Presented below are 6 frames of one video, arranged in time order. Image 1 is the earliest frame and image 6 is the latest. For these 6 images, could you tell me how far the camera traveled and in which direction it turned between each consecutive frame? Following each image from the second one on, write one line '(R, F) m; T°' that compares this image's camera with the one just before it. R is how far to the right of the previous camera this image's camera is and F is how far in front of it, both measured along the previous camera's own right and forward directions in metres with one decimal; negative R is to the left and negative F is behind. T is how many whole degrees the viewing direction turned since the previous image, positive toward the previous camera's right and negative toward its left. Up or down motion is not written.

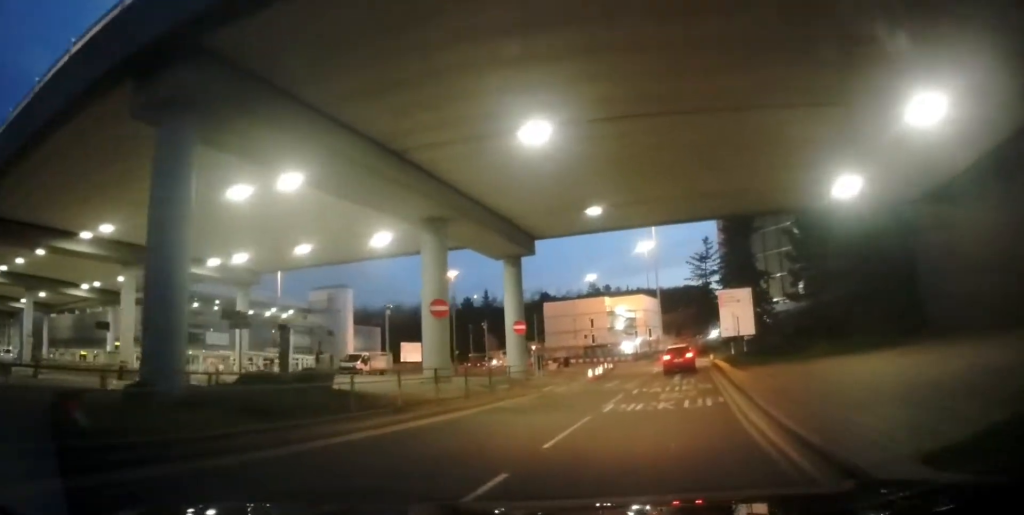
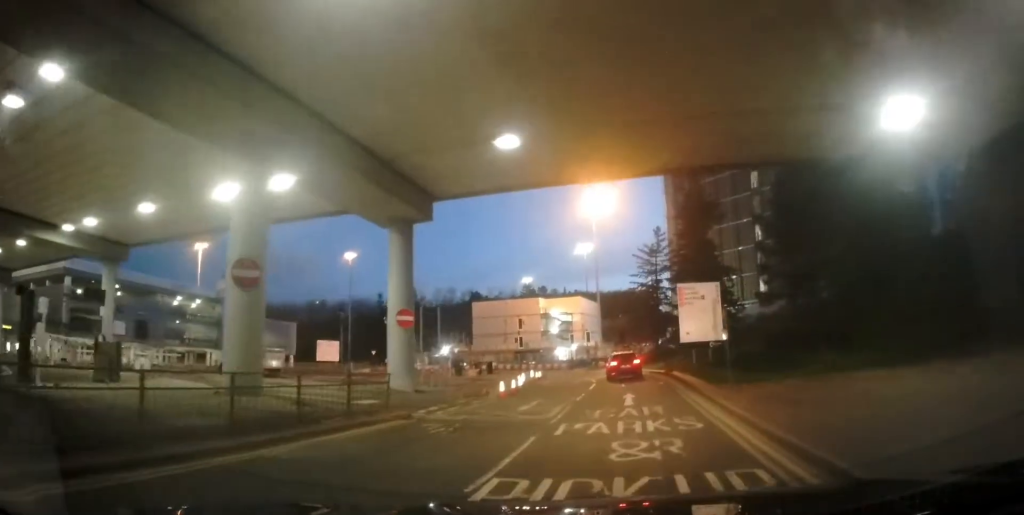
(+0.6, +8.5) m; +5°
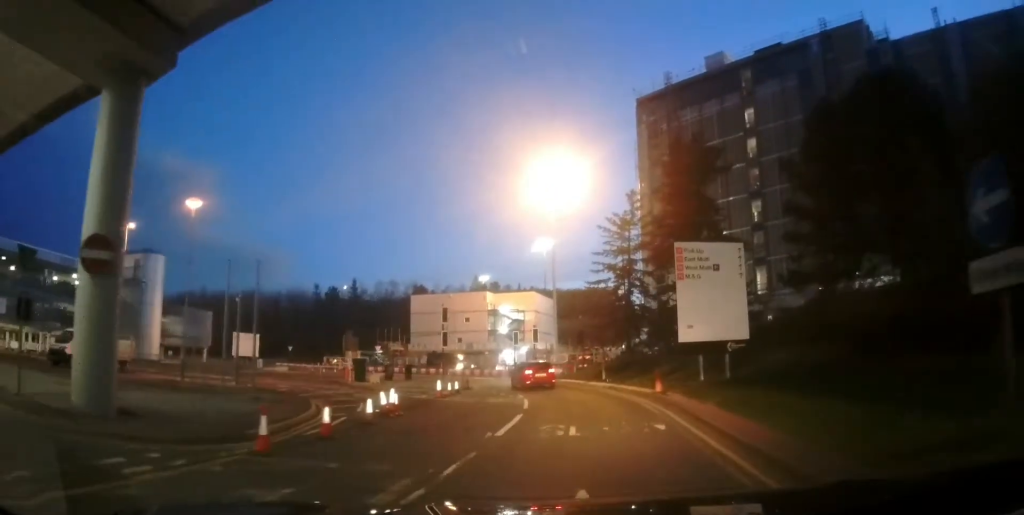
(+0.3, +12.6) m; +2°
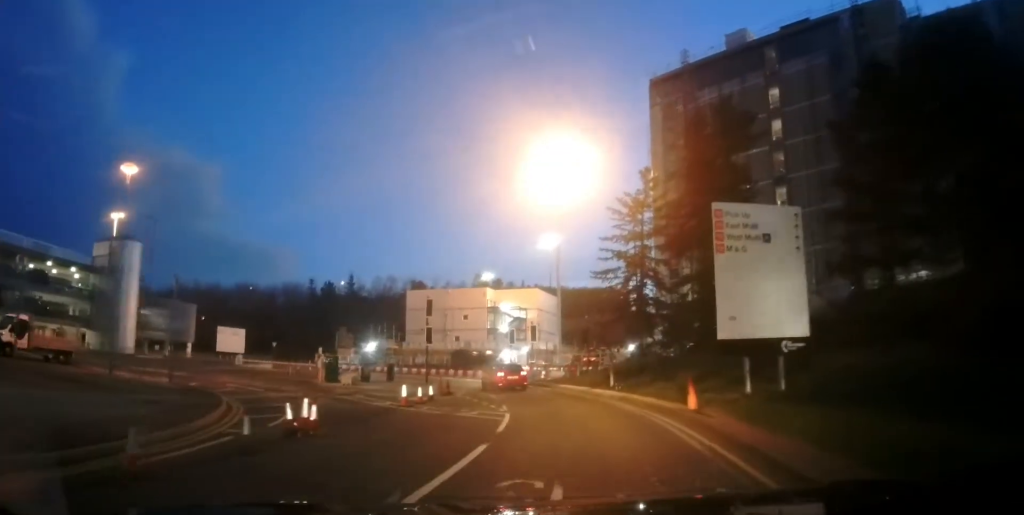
(0.0, +4.9) m; +1°
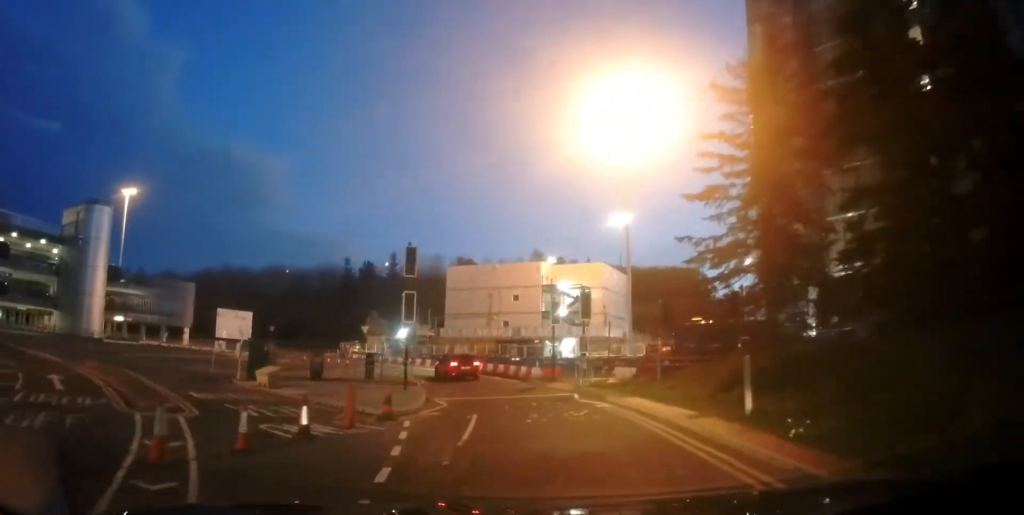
(0.0, +14.4) m; -2°
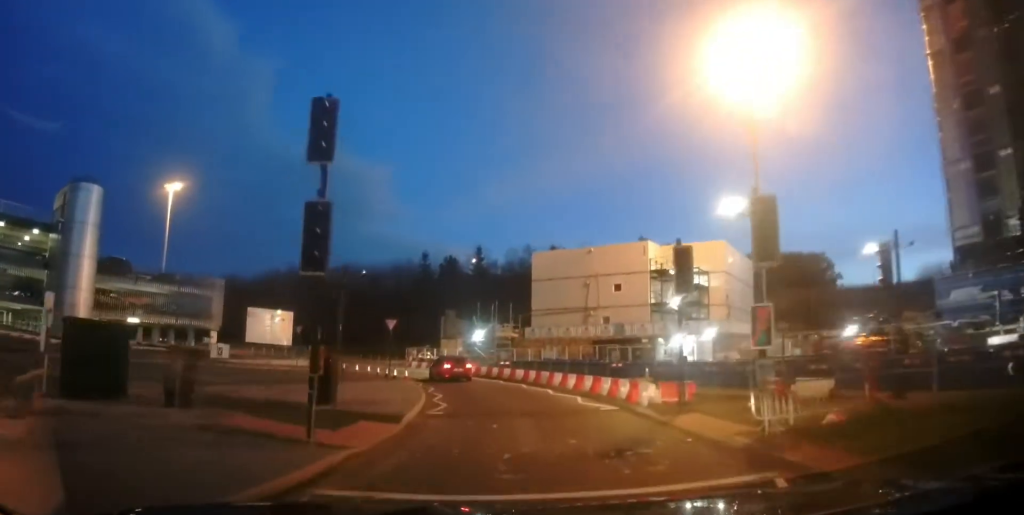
(-0.9, +13.3) m; -11°
